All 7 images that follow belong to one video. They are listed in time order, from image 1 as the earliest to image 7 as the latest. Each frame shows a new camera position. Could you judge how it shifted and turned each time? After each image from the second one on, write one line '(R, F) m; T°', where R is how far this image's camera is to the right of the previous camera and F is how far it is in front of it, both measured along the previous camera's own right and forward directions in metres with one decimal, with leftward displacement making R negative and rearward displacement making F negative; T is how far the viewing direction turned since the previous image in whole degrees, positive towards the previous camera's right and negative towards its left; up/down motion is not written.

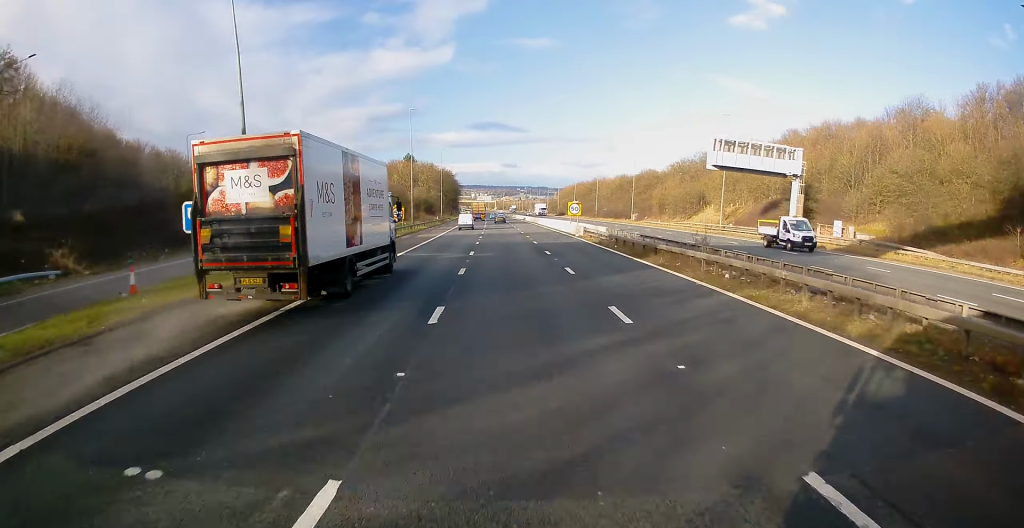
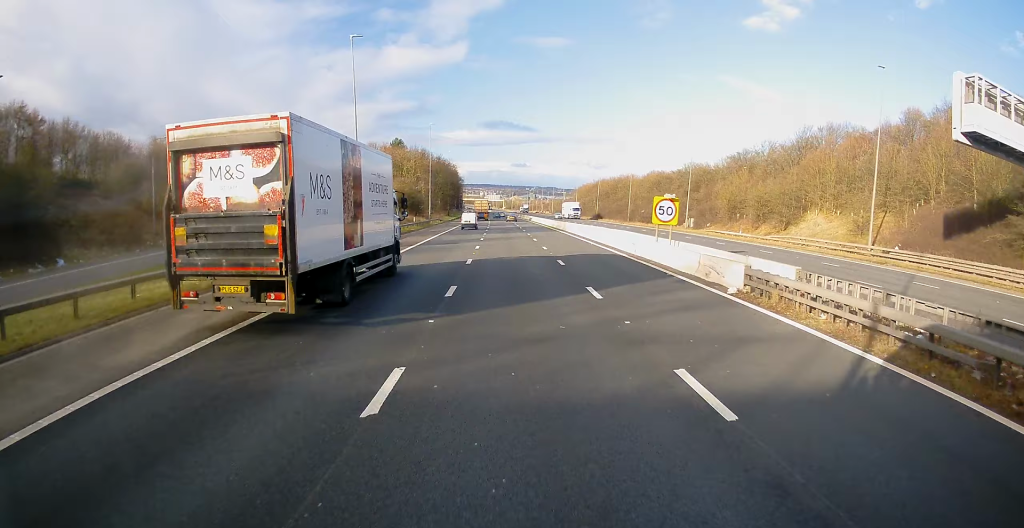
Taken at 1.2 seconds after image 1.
(-0.5, +32.7) m; -1°
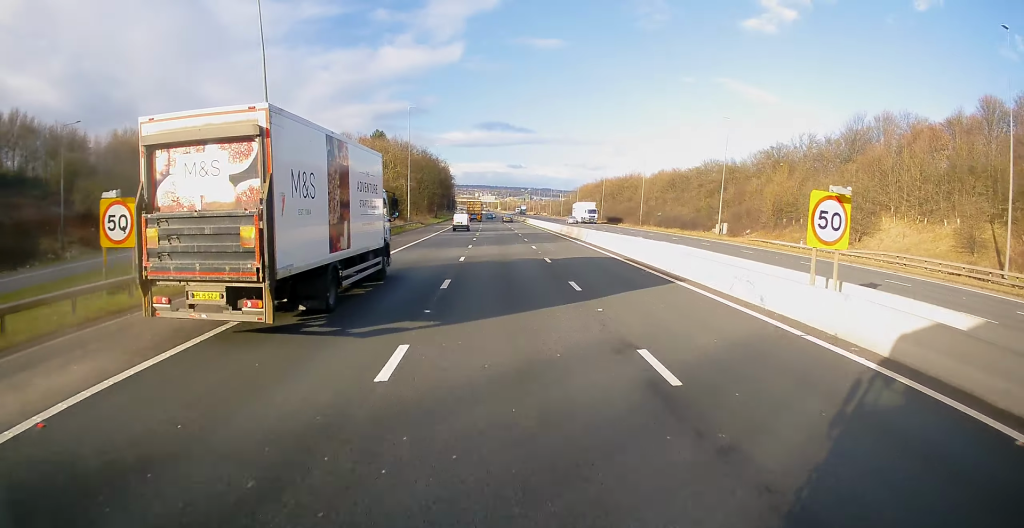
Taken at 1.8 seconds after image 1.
(0.0, +16.3) m; 0°
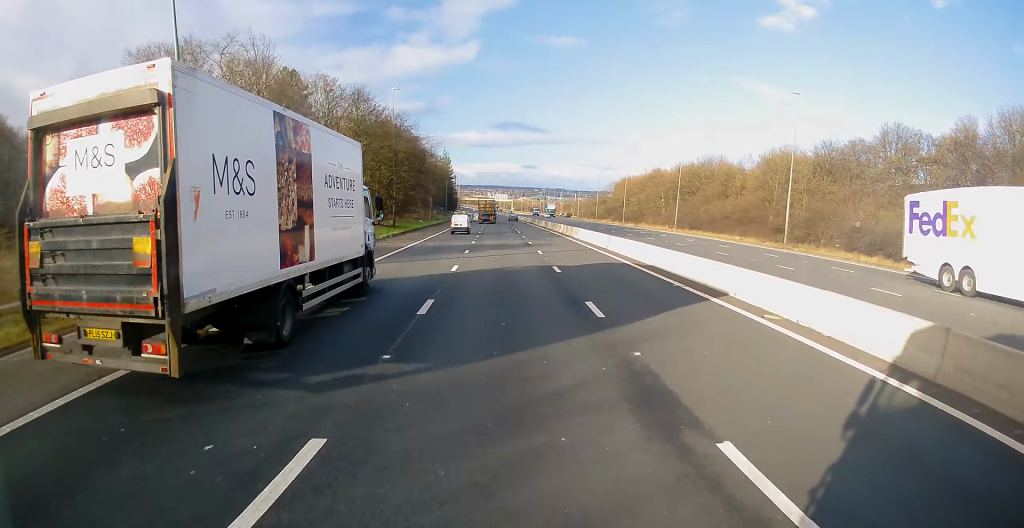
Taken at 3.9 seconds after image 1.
(-0.2, +57.4) m; -1°
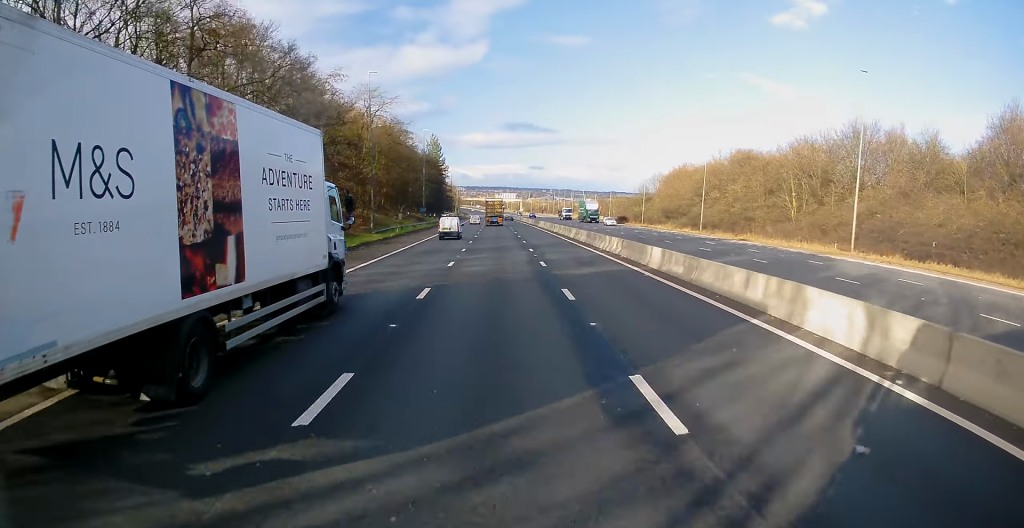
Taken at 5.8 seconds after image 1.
(-0.5, +51.0) m; -1°
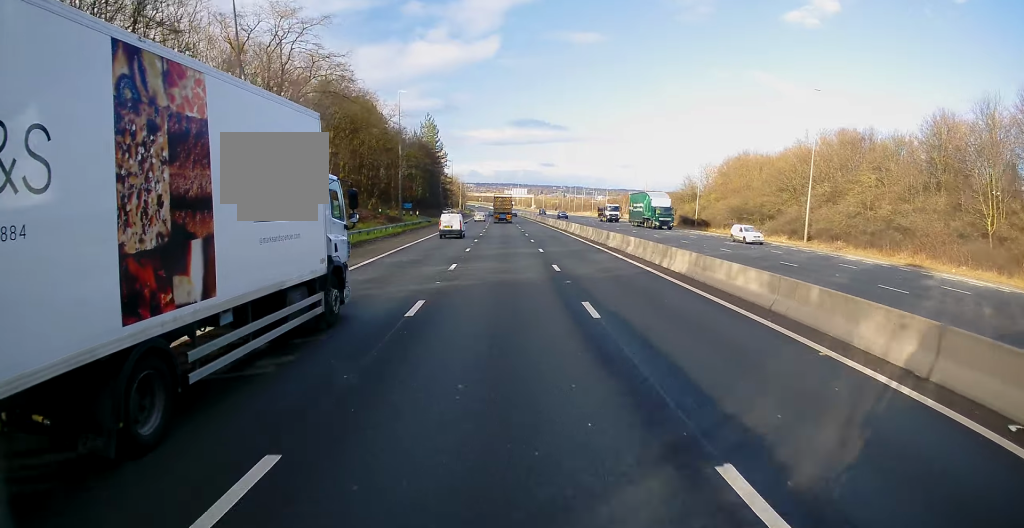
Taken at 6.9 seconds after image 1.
(0.0, +29.5) m; 0°
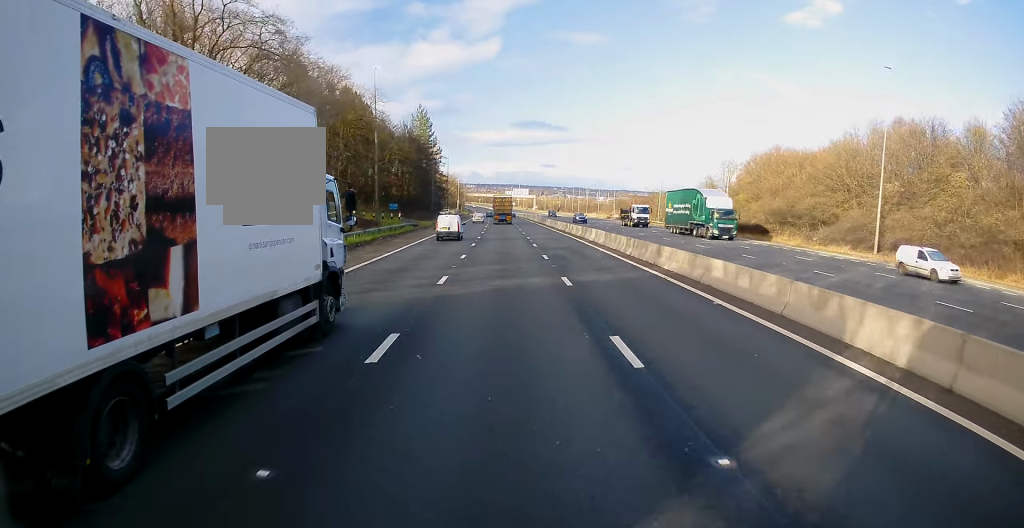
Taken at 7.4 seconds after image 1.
(0.0, +12.6) m; 0°
